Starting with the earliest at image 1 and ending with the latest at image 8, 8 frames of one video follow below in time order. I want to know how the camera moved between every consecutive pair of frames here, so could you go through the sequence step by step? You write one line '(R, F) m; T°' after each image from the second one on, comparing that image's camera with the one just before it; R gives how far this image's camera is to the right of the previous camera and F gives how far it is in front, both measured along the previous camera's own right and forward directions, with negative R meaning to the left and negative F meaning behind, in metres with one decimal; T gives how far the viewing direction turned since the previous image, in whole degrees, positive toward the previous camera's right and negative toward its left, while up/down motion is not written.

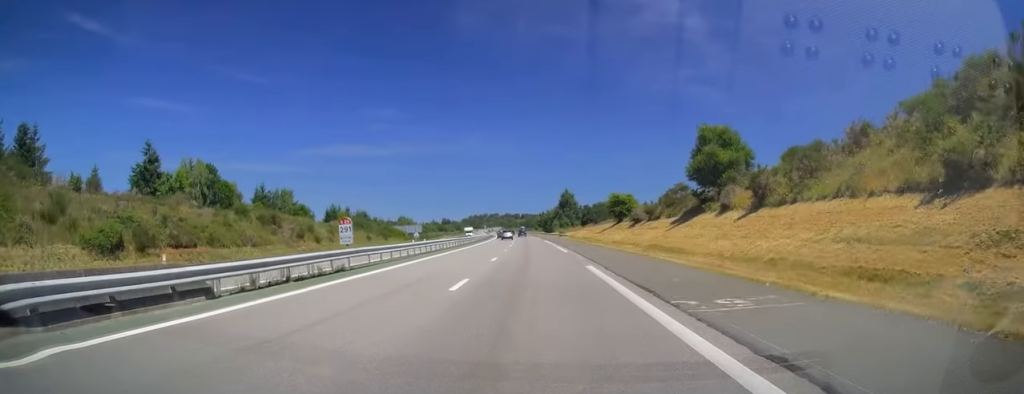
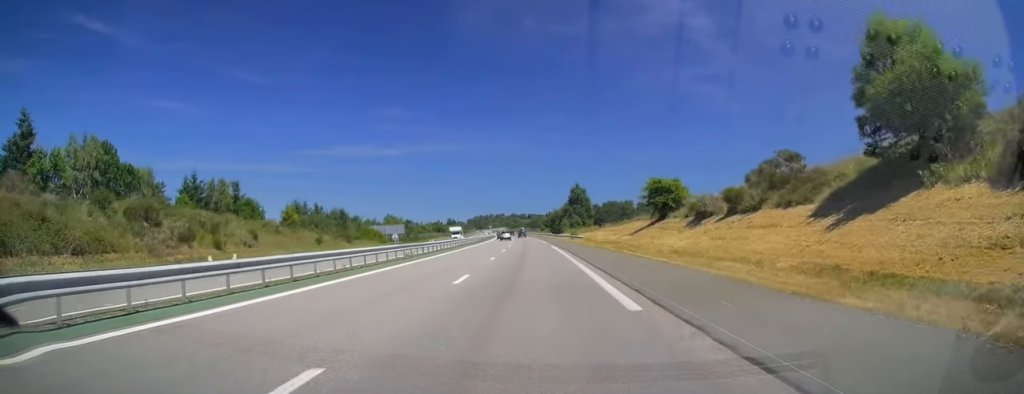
(-0.3, +24.1) m; -1°
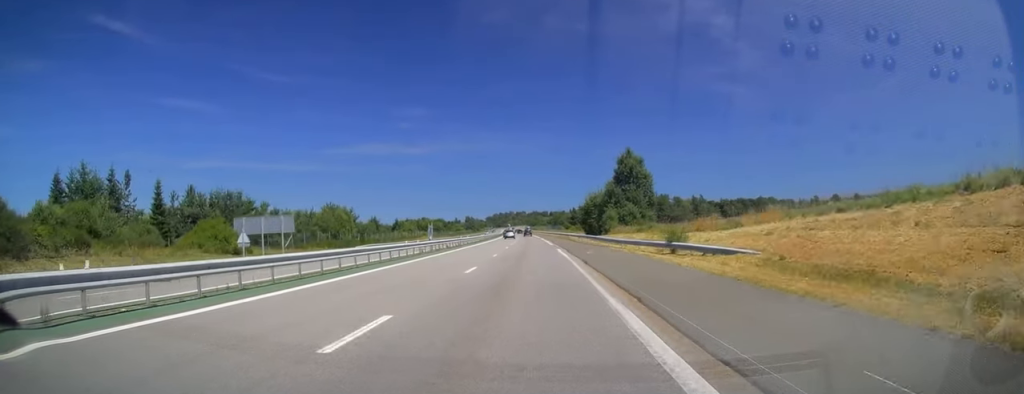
(-0.7, +61.4) m; -1°
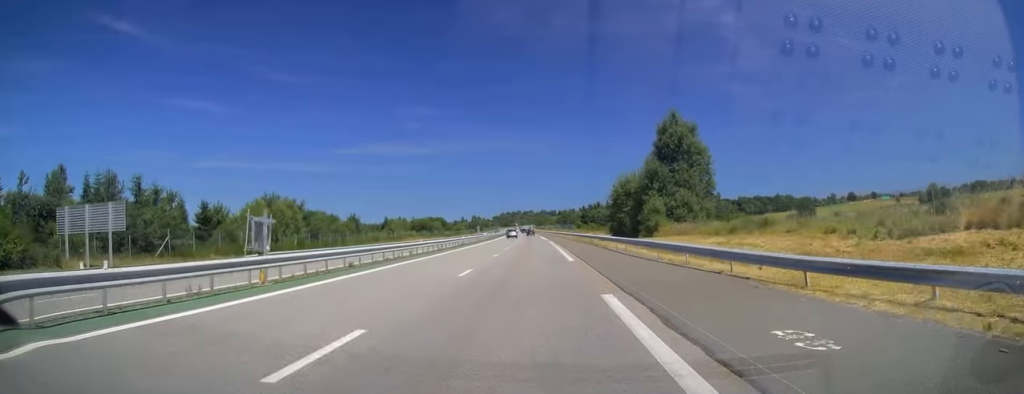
(0.0, +27.4) m; 0°
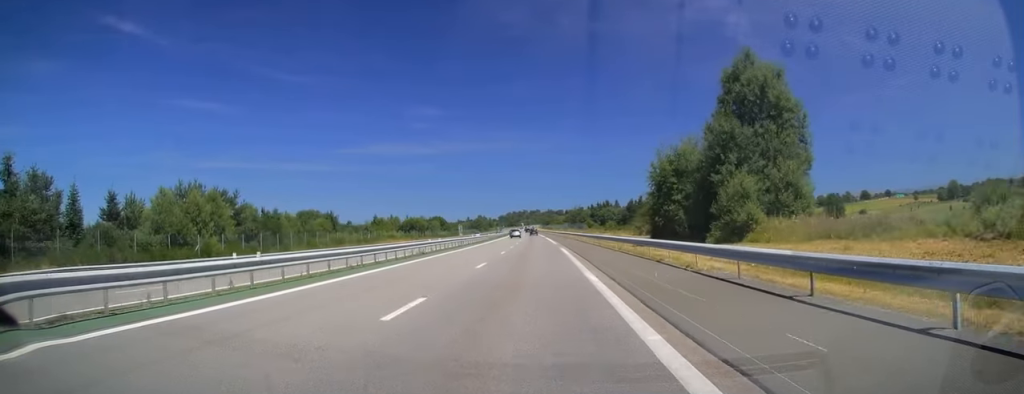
(0.0, +22.0) m; -1°
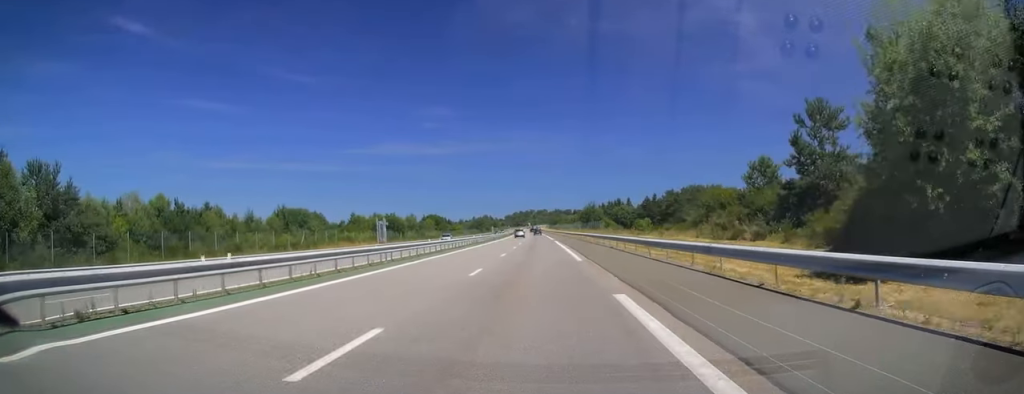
(-0.5, +29.9) m; -1°
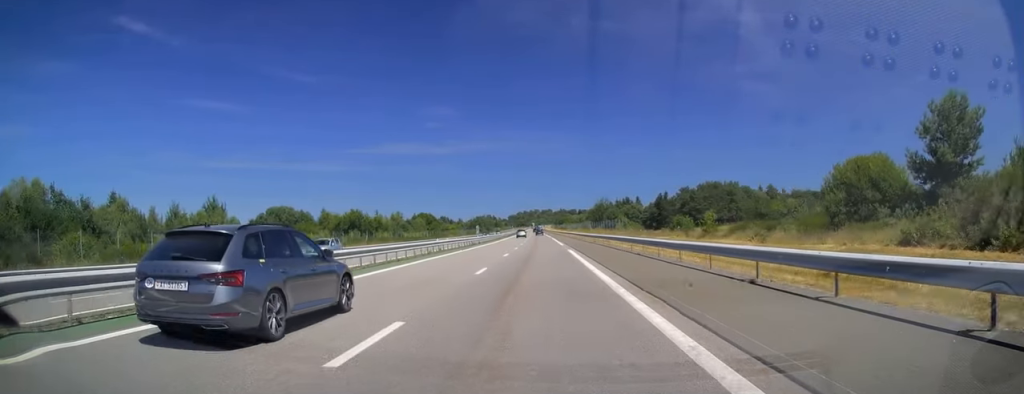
(-0.3, +25.5) m; 0°
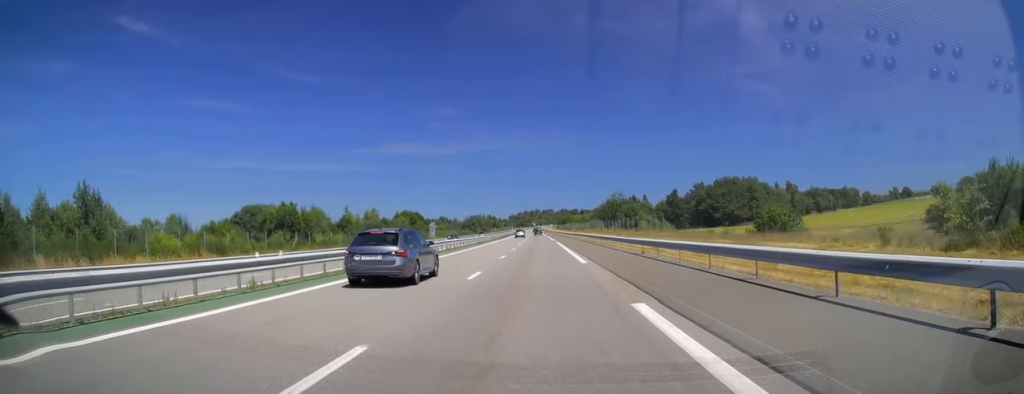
(+0.4, +27.9) m; +1°
